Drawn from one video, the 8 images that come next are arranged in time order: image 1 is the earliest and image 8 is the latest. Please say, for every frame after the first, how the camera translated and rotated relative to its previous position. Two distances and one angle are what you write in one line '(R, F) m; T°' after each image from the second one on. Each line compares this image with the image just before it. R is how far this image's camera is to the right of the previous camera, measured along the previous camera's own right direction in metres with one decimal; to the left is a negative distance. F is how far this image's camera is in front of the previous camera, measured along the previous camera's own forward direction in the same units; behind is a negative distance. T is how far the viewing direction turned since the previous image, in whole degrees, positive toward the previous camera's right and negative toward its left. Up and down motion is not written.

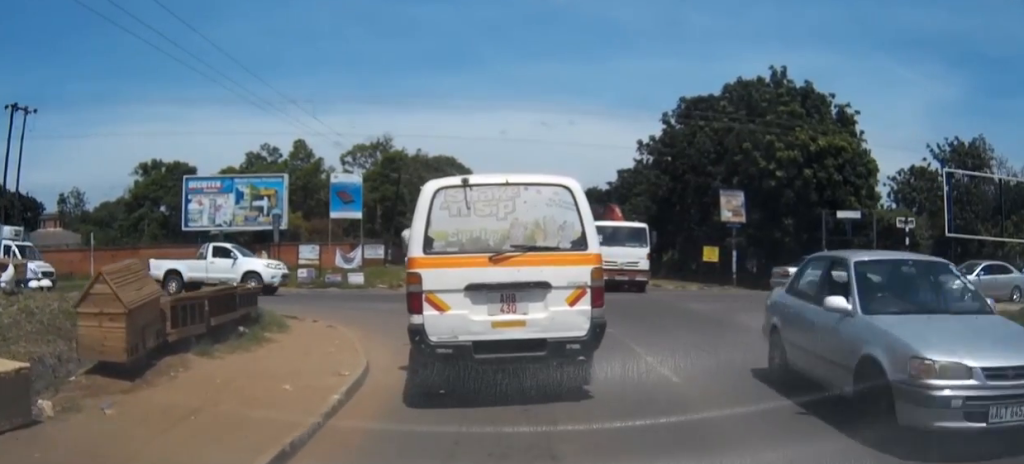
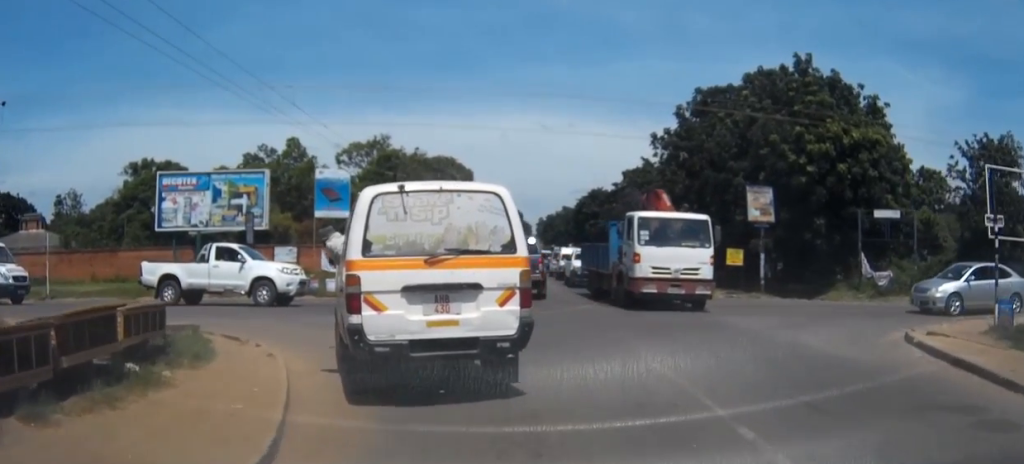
(-0.2, +3.4) m; -3°
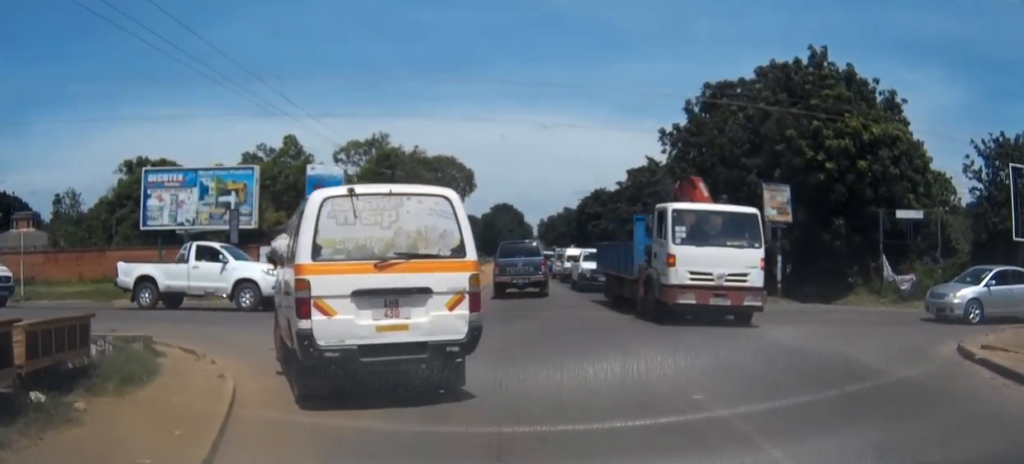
(0.0, +1.7) m; 0°
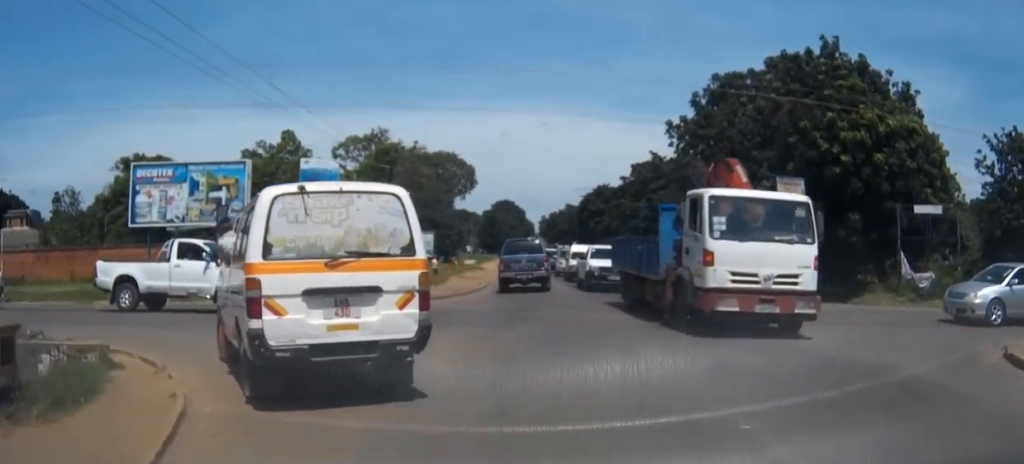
(0.0, +1.2) m; 0°
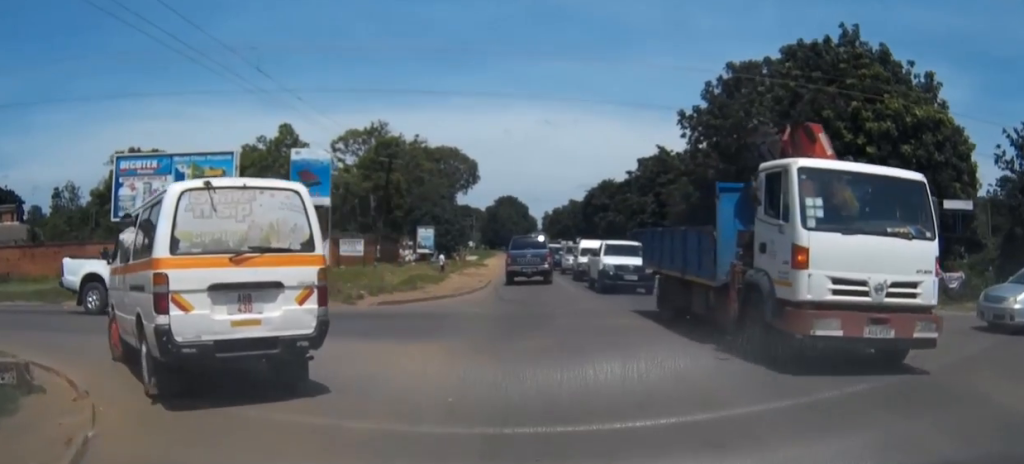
(0.0, +2.0) m; 0°
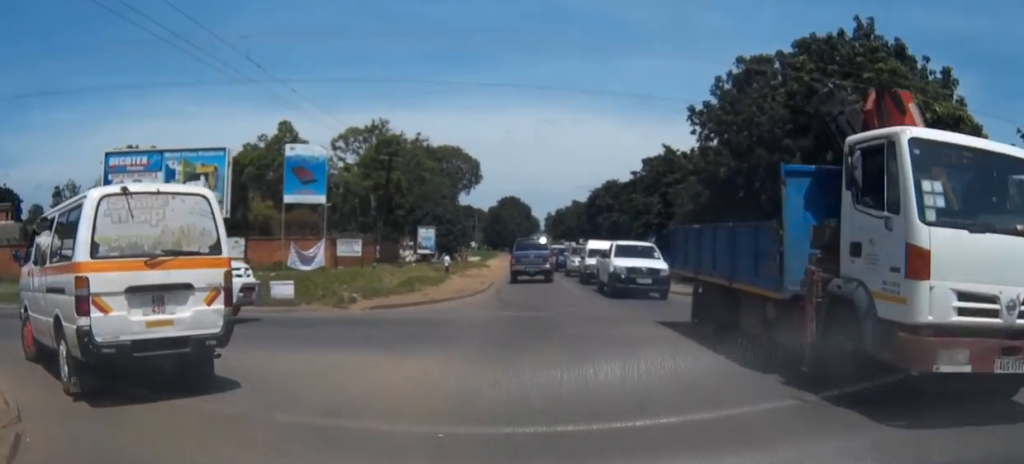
(0.0, +1.4) m; 0°
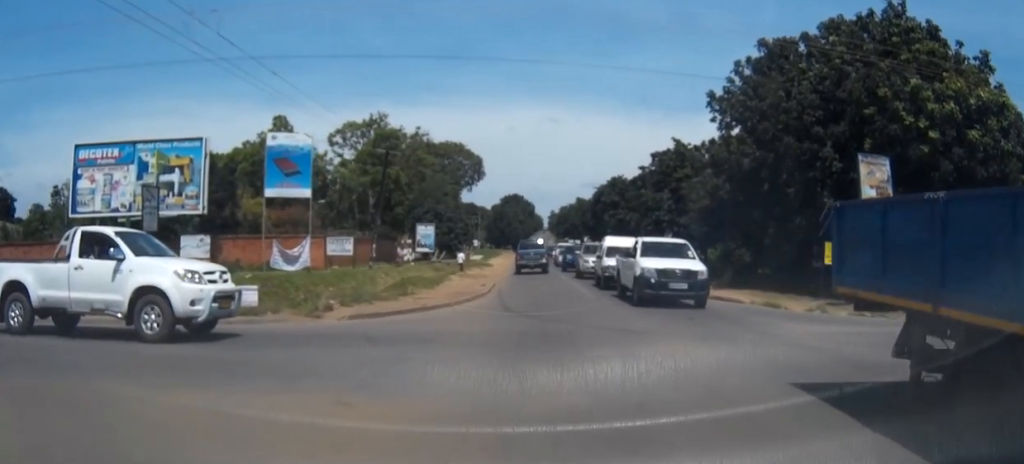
(-0.1, +3.5) m; -2°
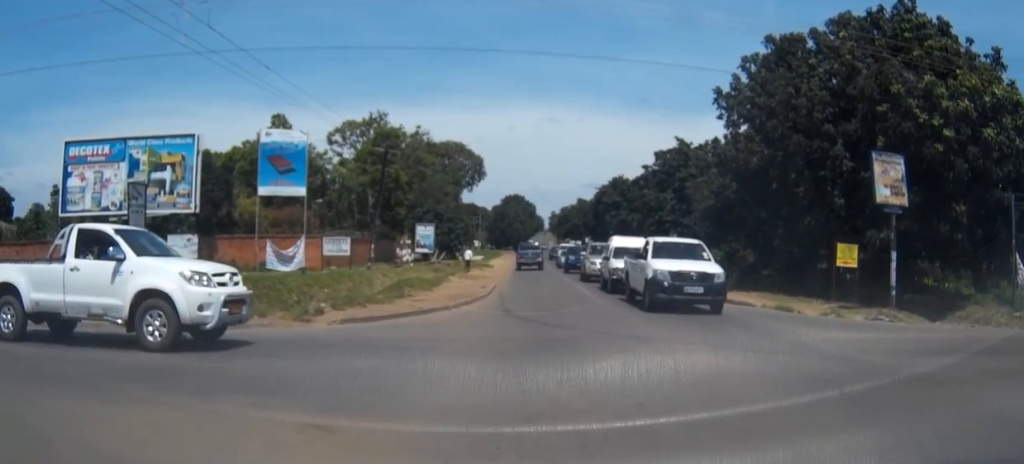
(0.0, +1.5) m; 0°
